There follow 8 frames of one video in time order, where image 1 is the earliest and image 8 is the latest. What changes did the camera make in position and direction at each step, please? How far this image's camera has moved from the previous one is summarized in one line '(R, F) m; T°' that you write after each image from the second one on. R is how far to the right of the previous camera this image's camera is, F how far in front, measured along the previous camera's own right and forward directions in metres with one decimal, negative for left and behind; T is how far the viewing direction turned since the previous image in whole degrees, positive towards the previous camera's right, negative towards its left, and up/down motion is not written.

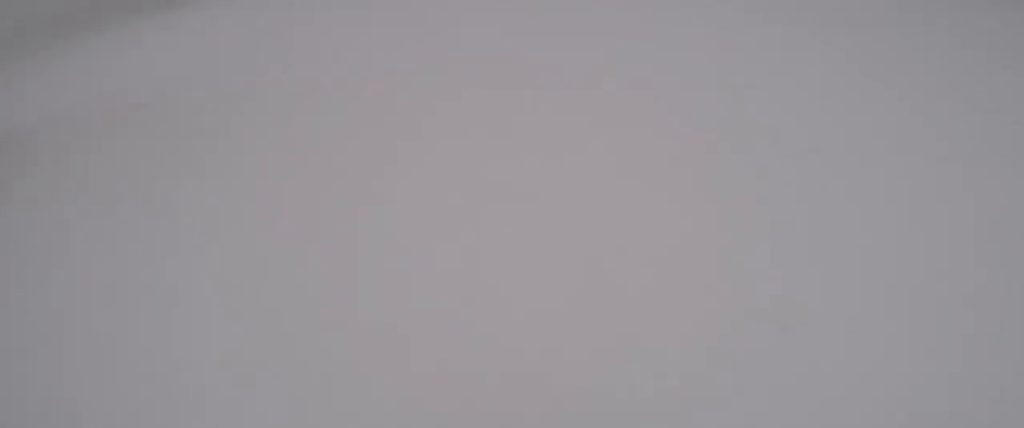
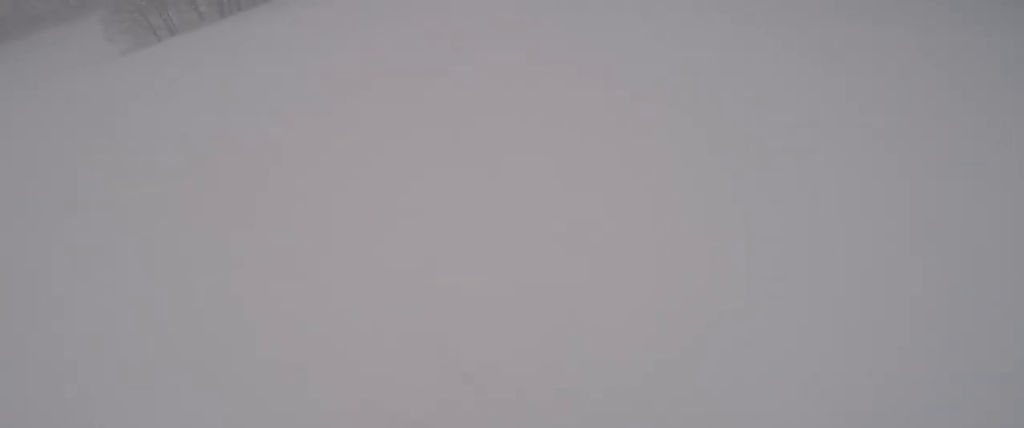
(+1.5, +4.6) m; +20°
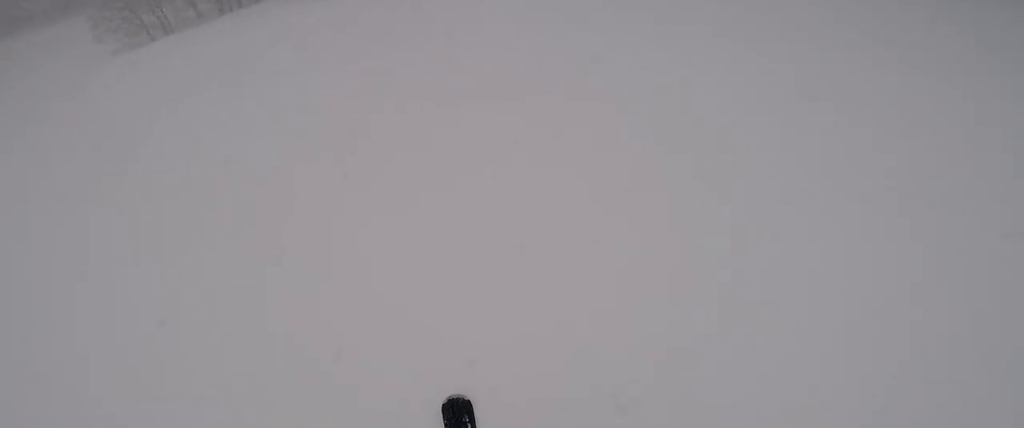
(+0.1, +4.6) m; 0°
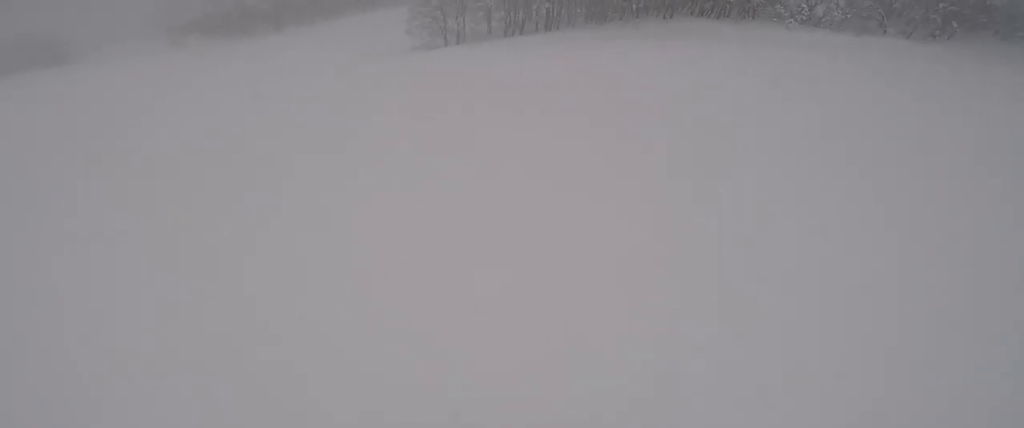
(-0.4, +6.9) m; -38°
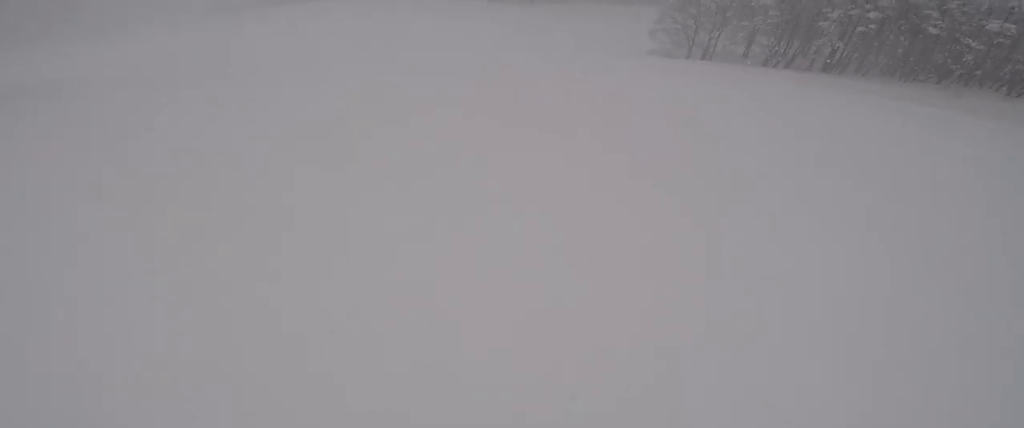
(-1.9, +3.3) m; -30°
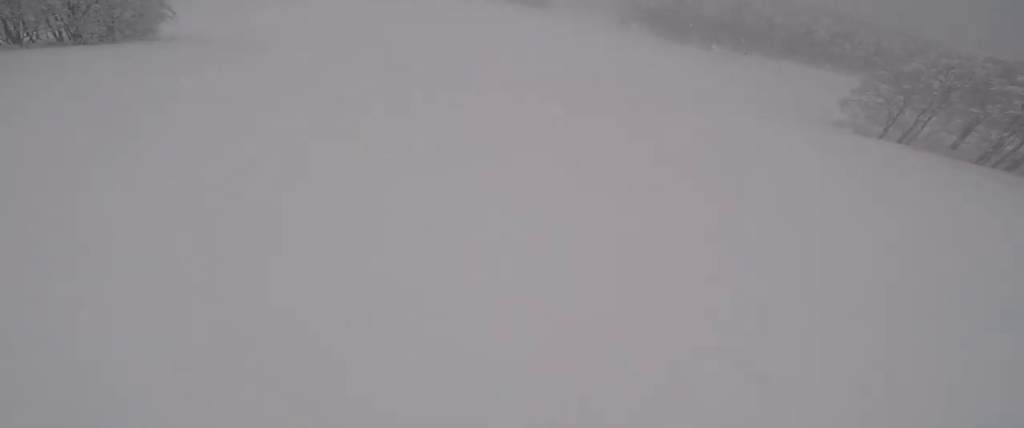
(-0.7, +3.3) m; -19°
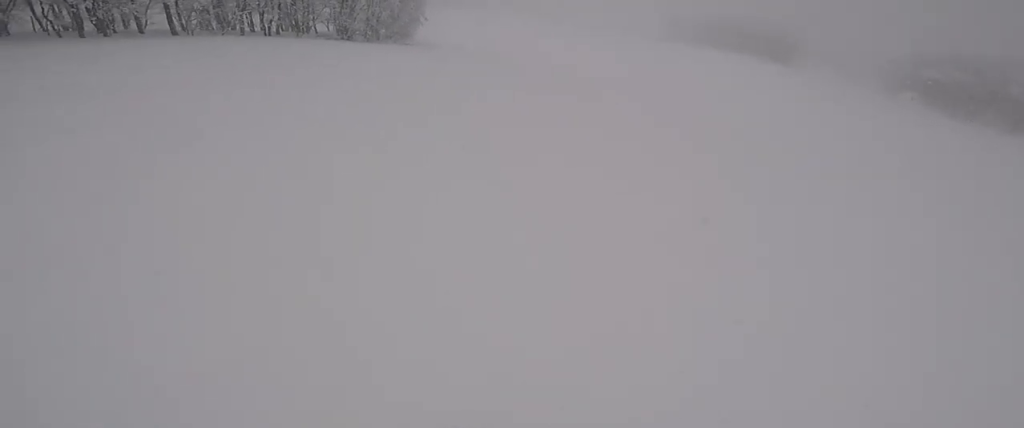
(-0.5, +3.9) m; -12°
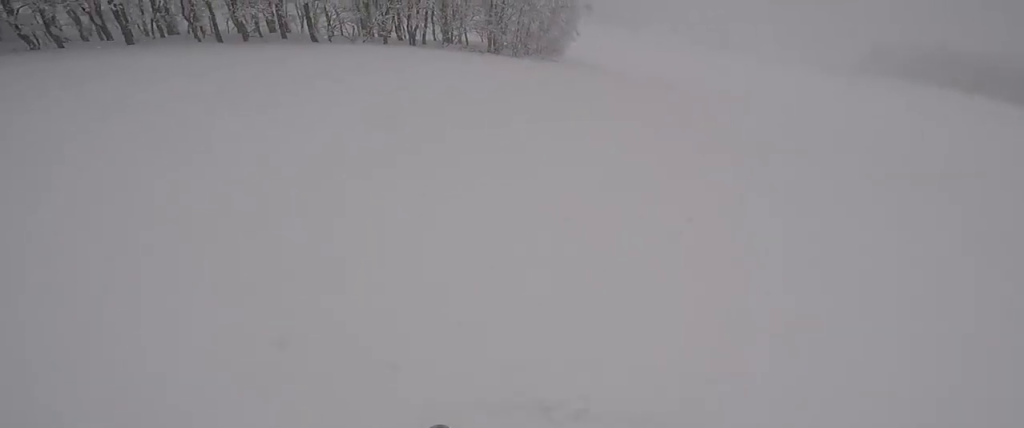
(-0.4, +6.1) m; +9°
